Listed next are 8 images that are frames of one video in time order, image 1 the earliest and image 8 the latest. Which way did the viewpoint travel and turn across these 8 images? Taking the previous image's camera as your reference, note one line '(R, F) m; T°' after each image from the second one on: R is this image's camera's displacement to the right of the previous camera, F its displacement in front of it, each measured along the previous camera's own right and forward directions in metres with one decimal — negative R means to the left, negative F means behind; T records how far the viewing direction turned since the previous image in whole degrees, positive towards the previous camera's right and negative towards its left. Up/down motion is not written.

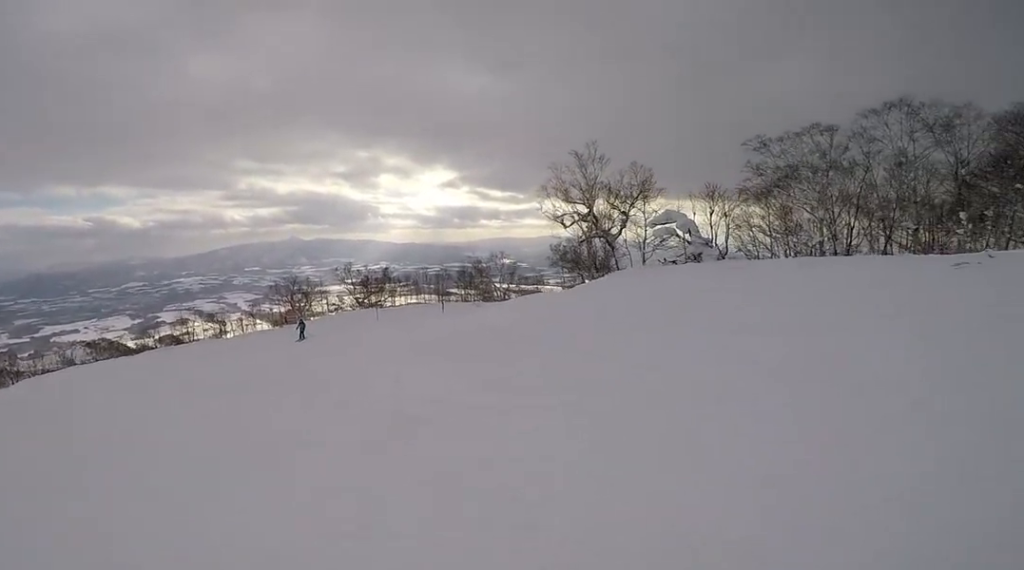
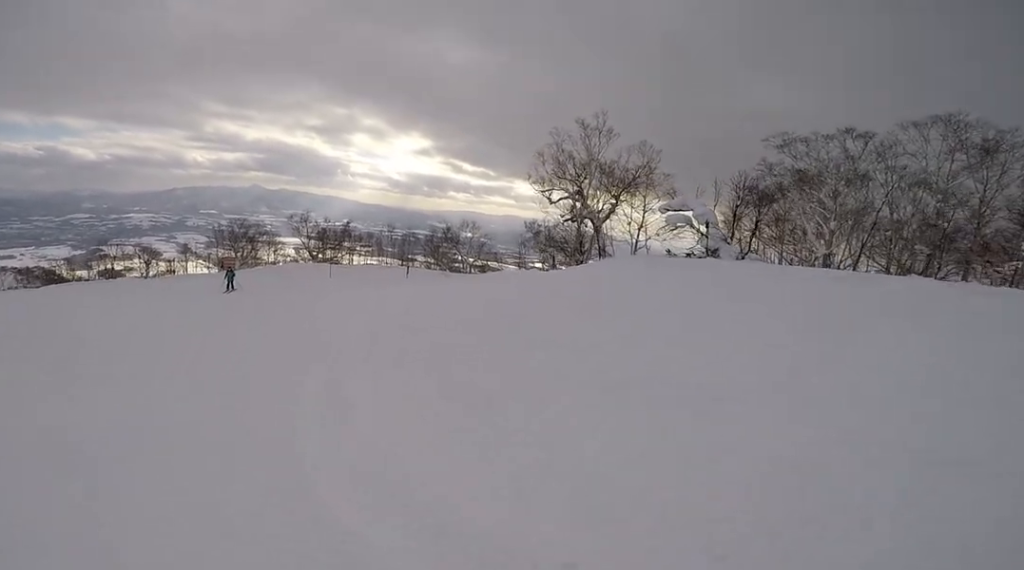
(+0.6, +3.8) m; +13°
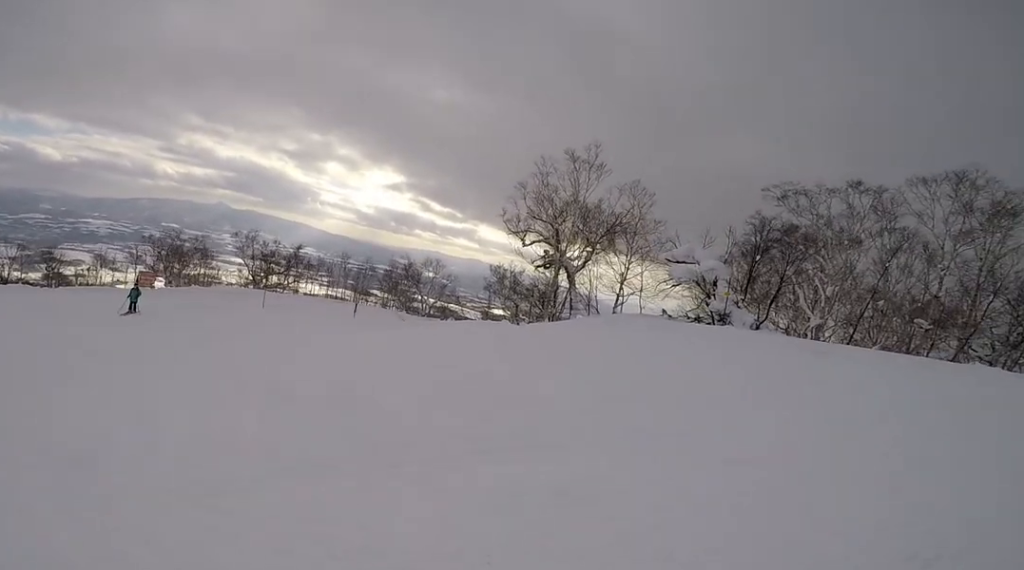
(+0.7, +4.4) m; -1°
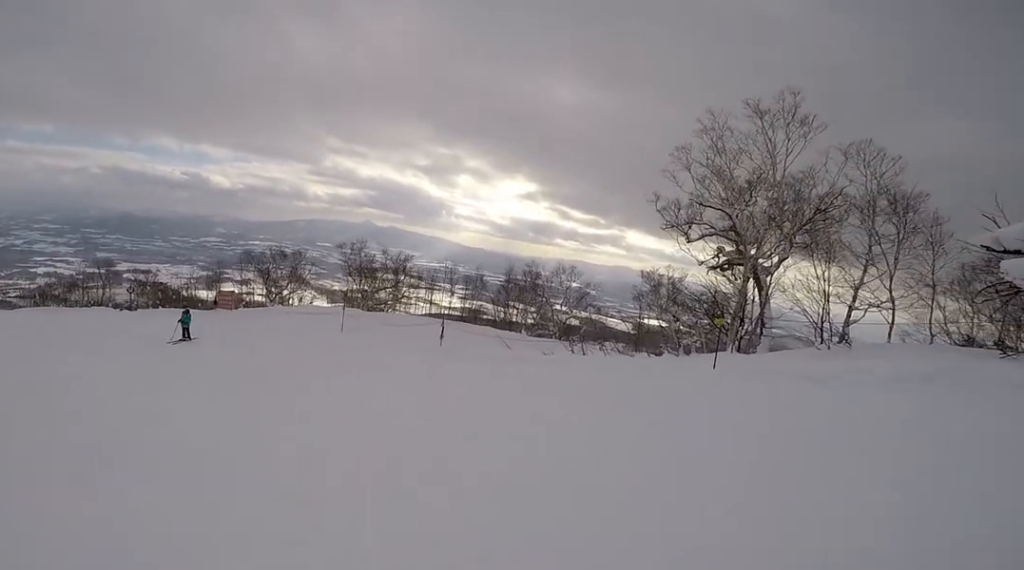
(-2.4, +6.6) m; -36°
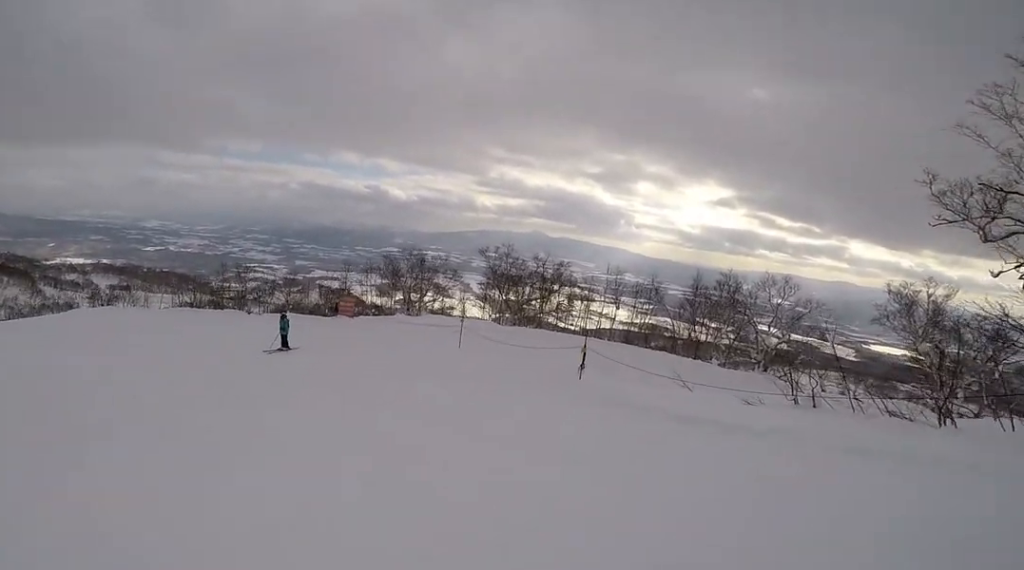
(-0.7, +5.8) m; -25°
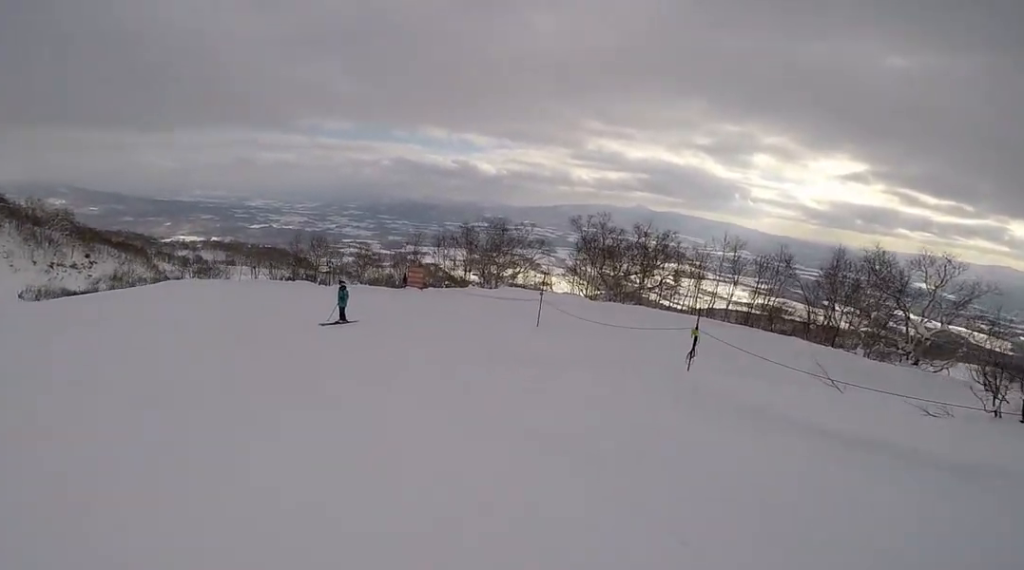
(-0.6, +2.0) m; -14°
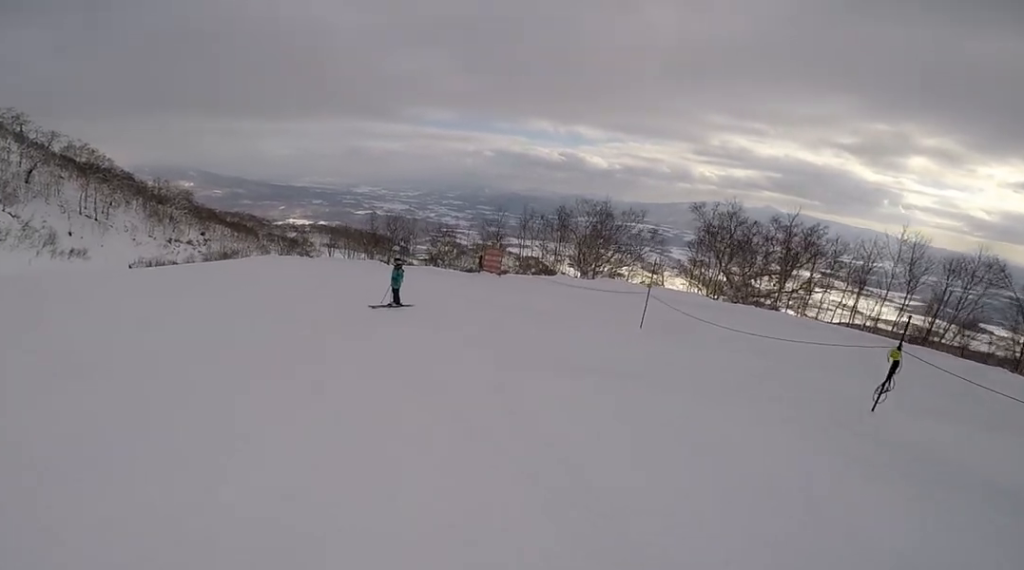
(-0.3, +2.3) m; -14°
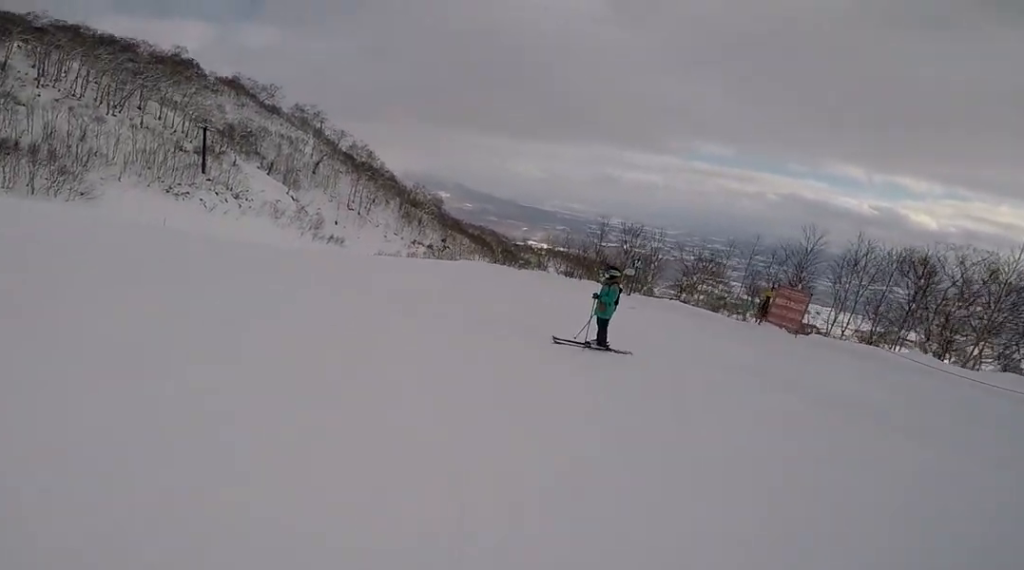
(-0.5, +3.5) m; -22°
